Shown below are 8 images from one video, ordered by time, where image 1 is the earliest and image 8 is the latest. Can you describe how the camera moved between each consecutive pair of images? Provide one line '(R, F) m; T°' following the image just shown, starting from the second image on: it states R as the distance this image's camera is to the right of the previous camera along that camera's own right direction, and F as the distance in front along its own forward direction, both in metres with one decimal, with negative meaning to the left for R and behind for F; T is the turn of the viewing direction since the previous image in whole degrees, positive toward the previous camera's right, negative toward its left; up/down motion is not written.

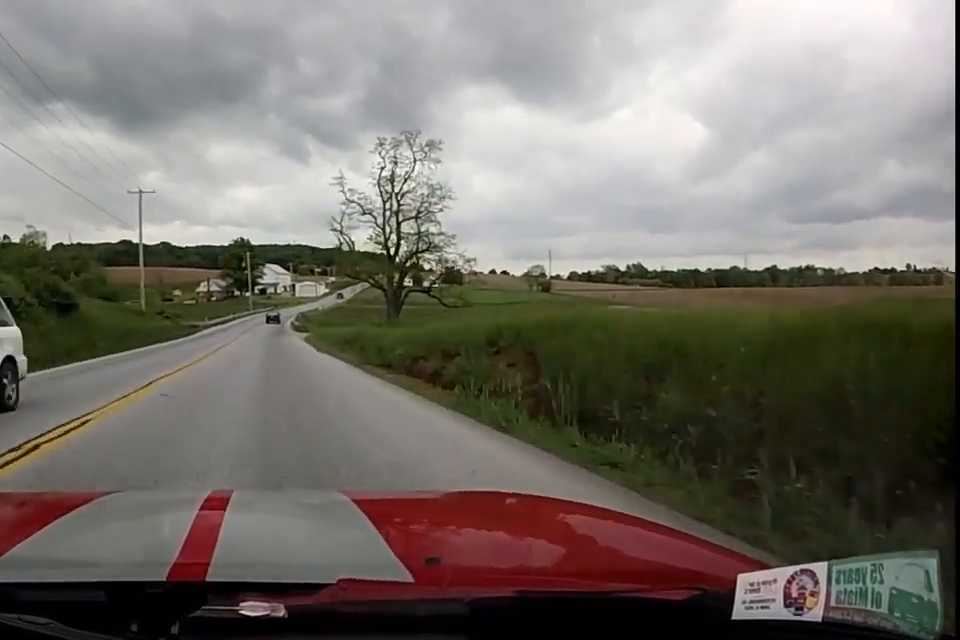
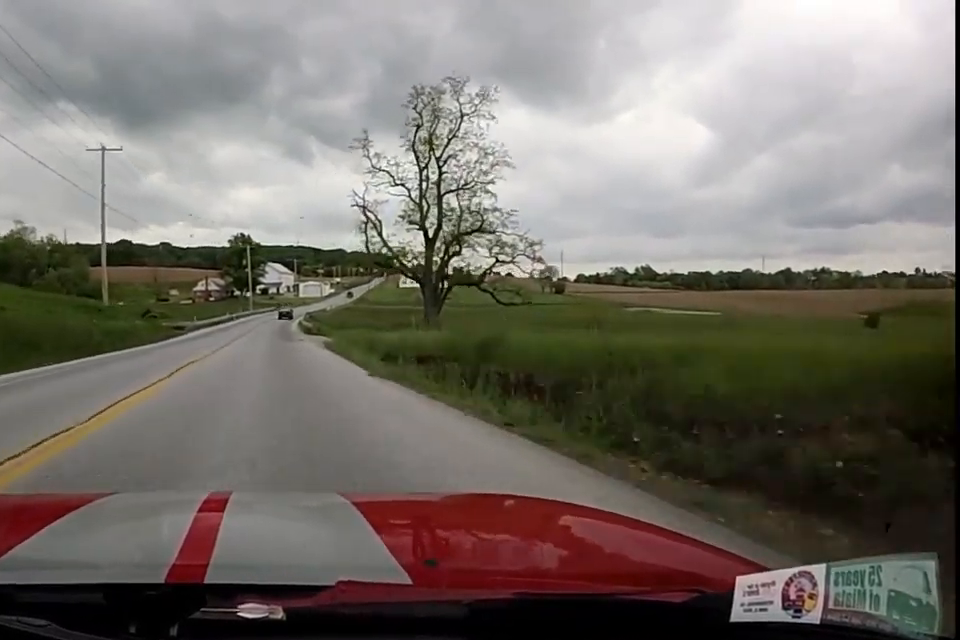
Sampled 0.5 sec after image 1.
(+0.5, +14.3) m; +2°
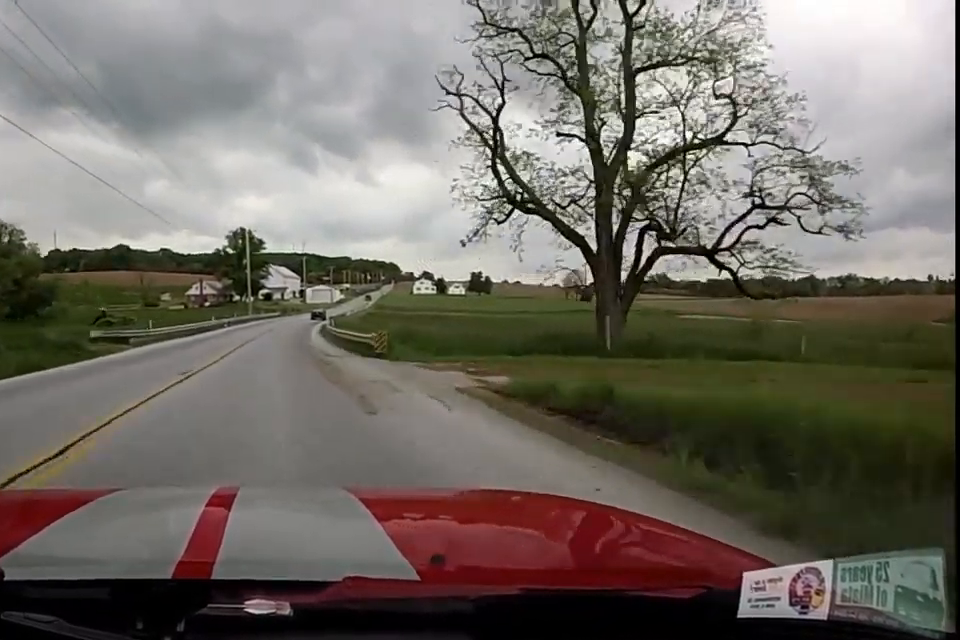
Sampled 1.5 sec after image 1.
(0.0, +26.6) m; 0°
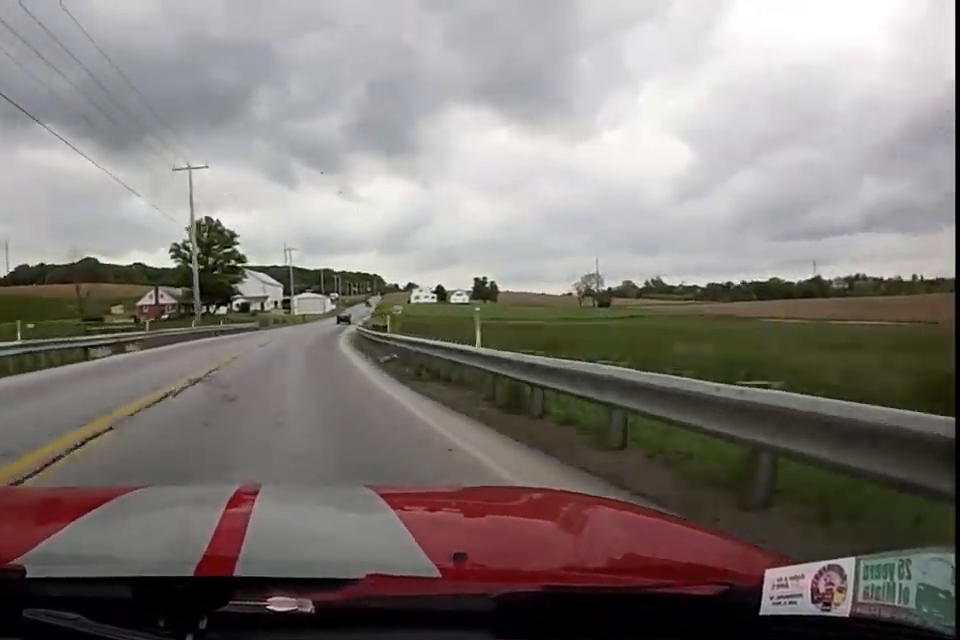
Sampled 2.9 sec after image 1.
(+0.3, +39.3) m; +2°
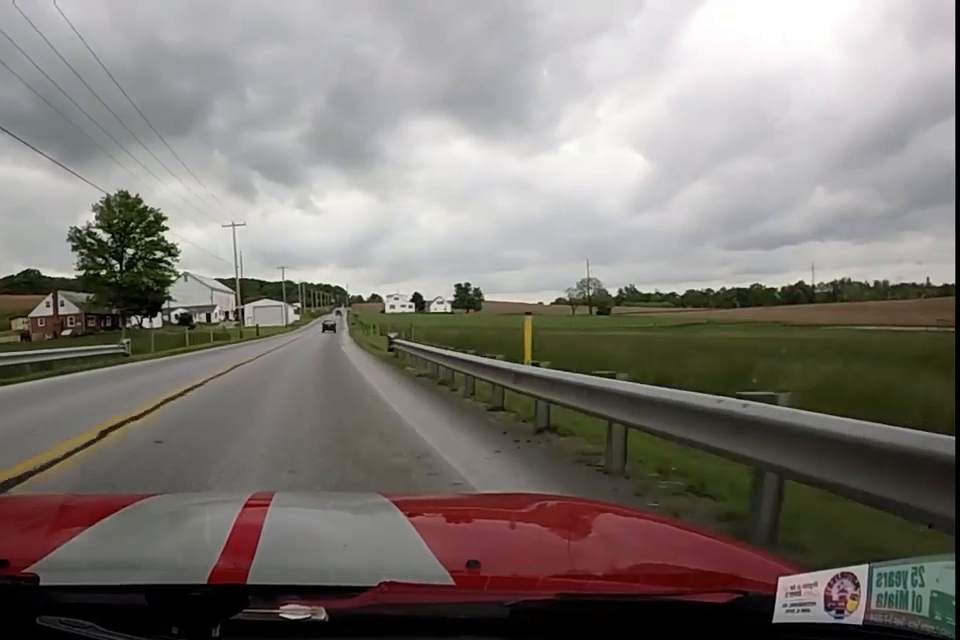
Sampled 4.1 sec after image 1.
(+1.2, +35.8) m; +4°
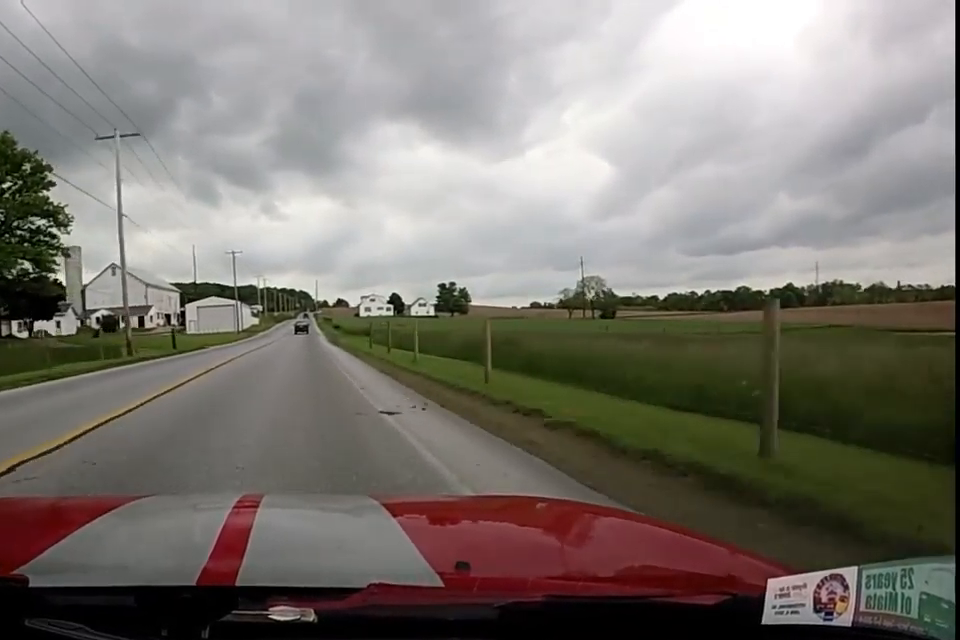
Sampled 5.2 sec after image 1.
(+0.5, +30.5) m; +1°
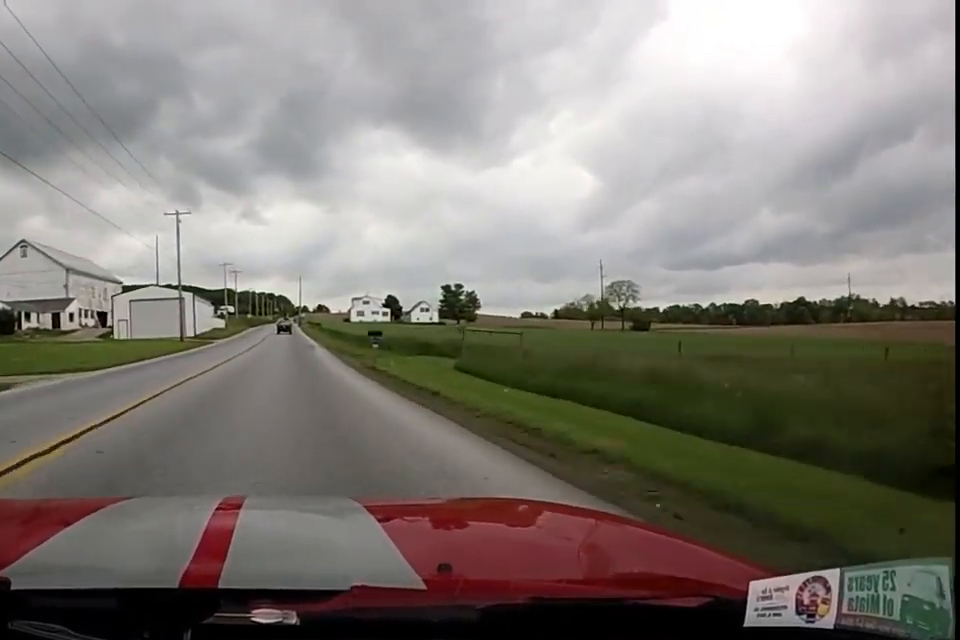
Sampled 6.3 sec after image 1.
(+0.1, +31.8) m; 0°
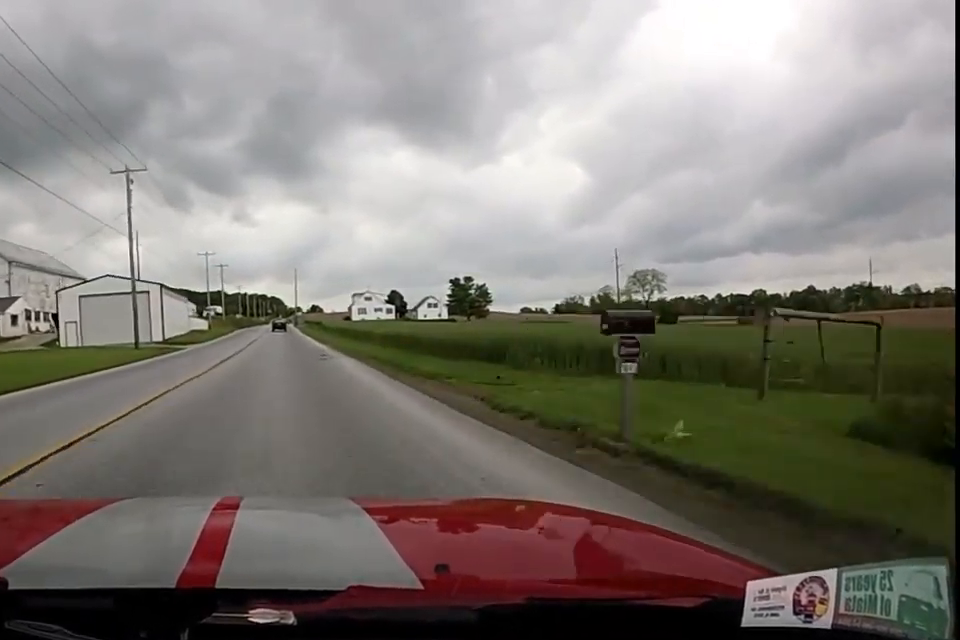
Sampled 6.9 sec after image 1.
(0.0, +15.5) m; 0°
